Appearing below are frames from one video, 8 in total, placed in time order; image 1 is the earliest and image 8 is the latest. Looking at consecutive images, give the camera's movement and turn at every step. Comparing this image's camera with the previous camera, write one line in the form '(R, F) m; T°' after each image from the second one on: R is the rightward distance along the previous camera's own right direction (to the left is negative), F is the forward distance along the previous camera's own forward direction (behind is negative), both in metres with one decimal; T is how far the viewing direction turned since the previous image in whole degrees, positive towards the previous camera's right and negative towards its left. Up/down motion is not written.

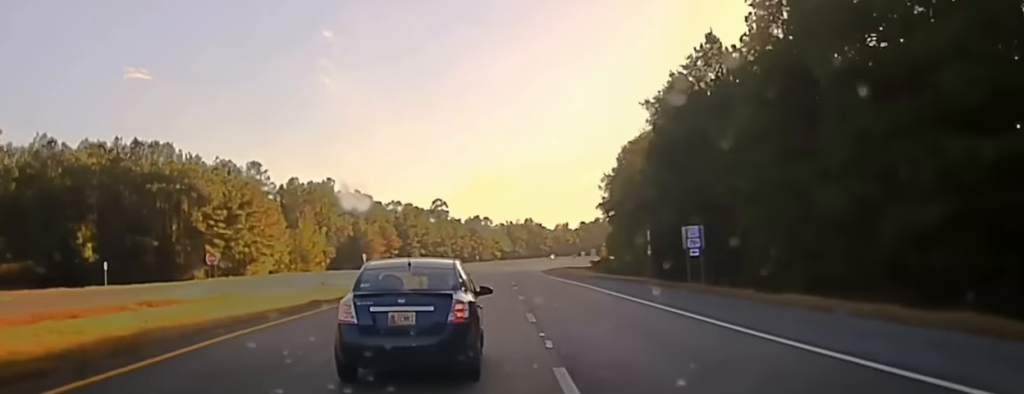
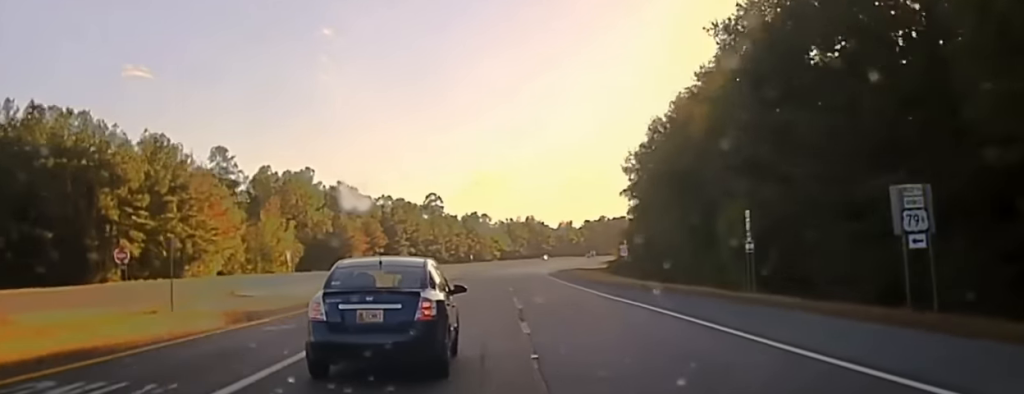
(+0.2, +29.4) m; 0°
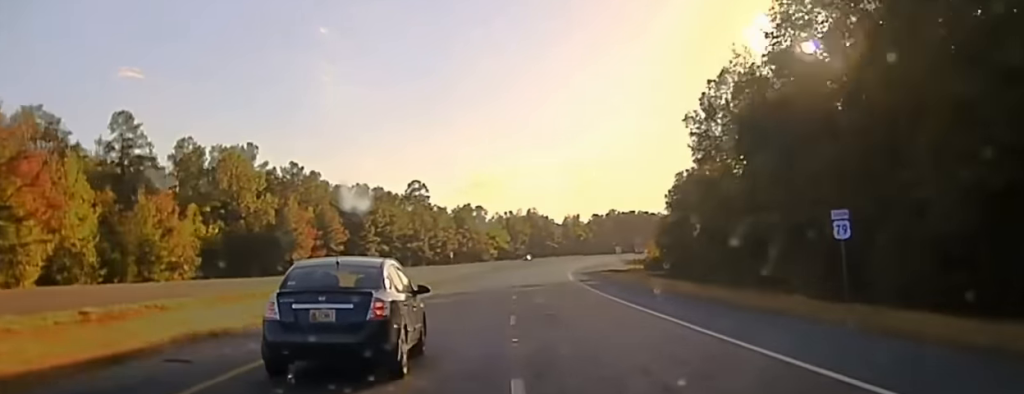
(+0.3, +52.9) m; 0°
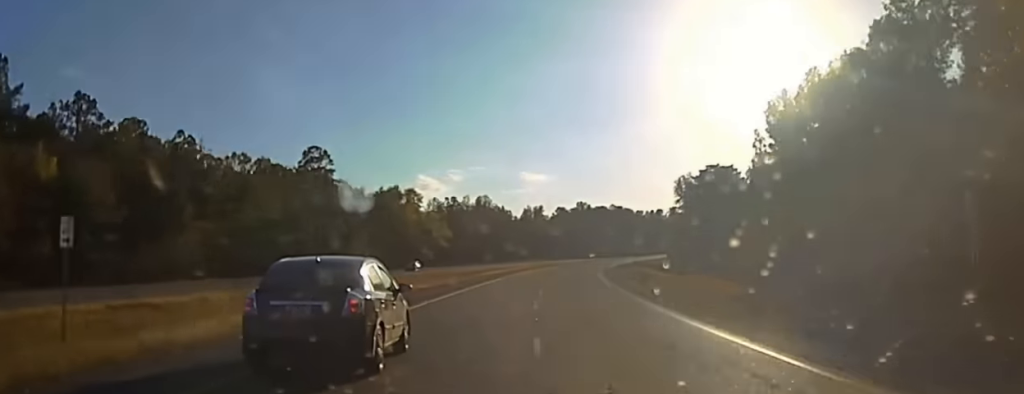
(+0.4, +79.9) m; +2°
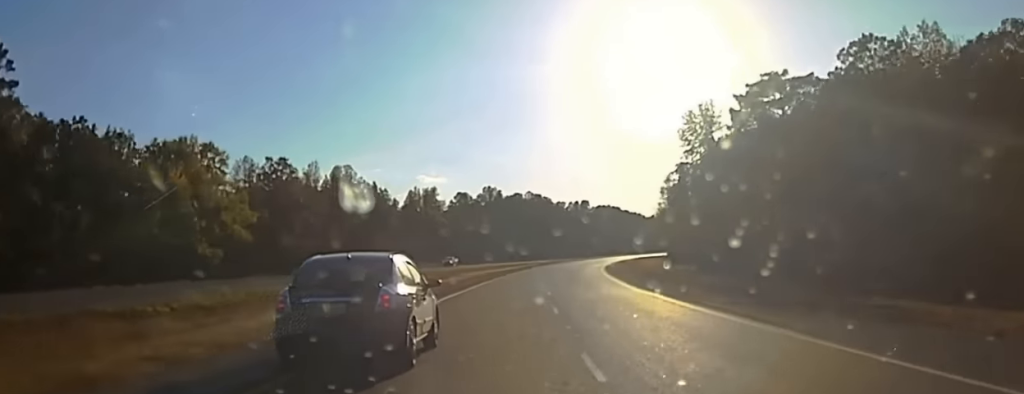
(+4.6, +84.5) m; +7°
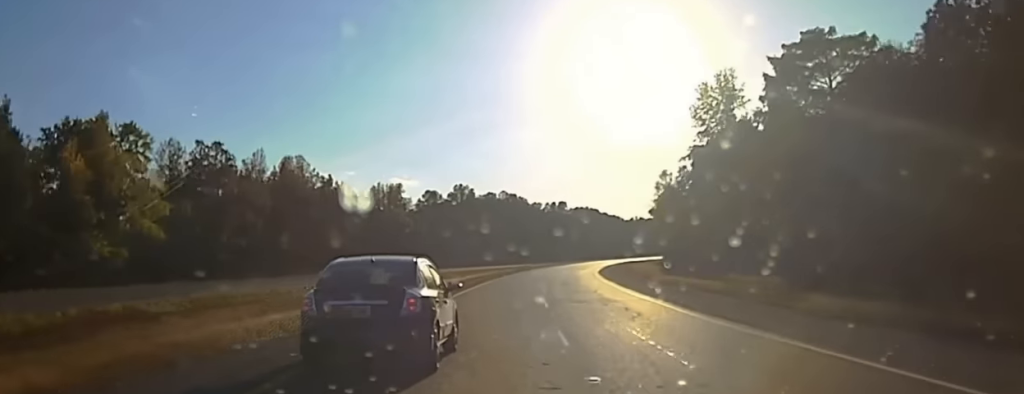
(+0.6, +21.4) m; +2°
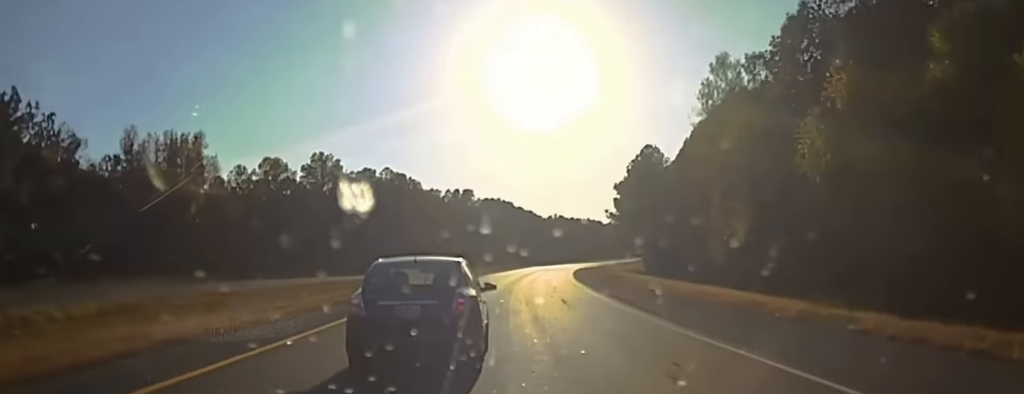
(+3.8, +75.5) m; +6°
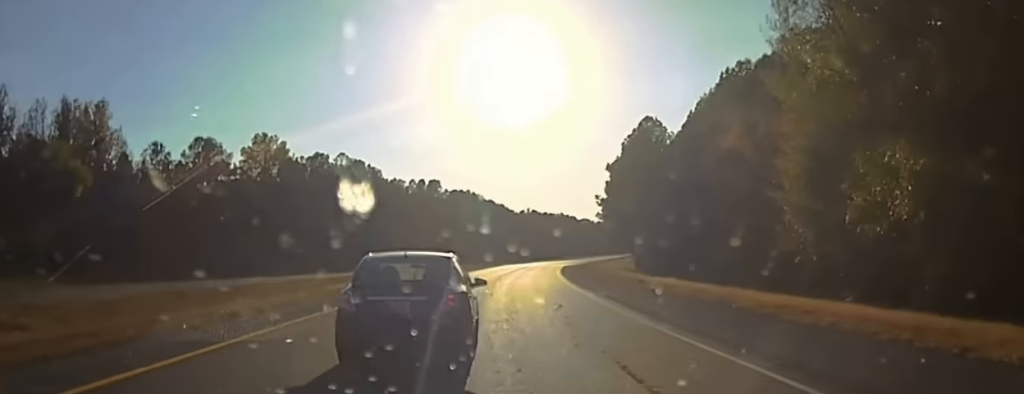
(+0.6, +21.6) m; +2°
